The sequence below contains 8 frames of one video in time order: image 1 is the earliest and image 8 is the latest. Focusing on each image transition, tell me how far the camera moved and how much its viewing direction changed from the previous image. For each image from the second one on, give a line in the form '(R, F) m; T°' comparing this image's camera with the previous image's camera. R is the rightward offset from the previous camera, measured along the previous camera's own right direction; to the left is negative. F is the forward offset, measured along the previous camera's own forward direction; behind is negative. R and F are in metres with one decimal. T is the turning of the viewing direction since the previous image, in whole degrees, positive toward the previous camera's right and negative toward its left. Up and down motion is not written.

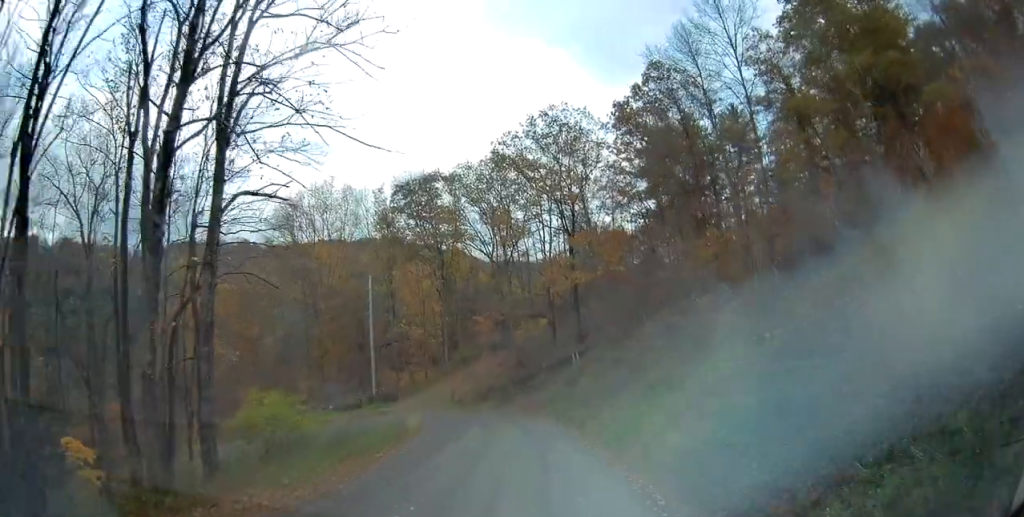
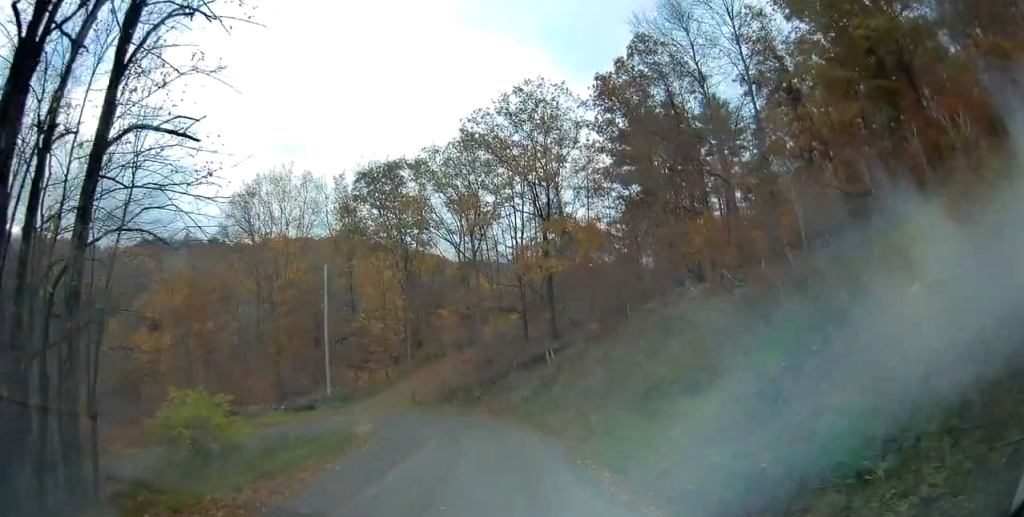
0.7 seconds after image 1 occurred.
(+0.1, +5.3) m; +2°
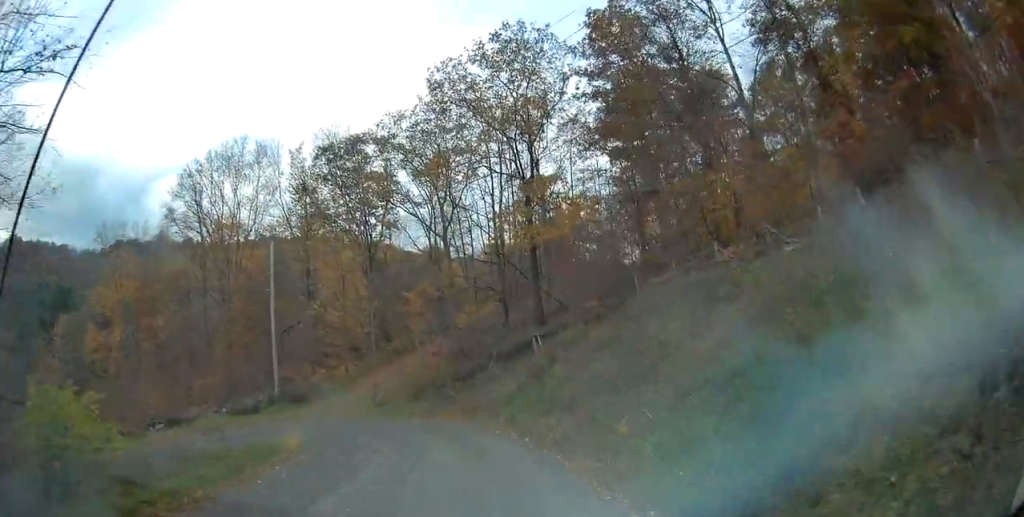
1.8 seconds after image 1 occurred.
(+0.2, +8.0) m; 0°
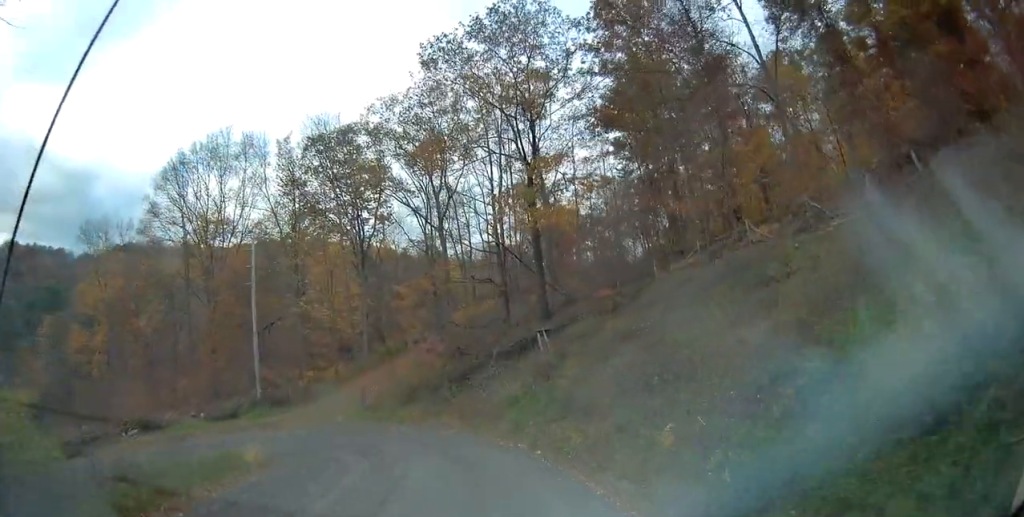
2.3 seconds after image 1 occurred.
(-0.2, +3.6) m; 0°
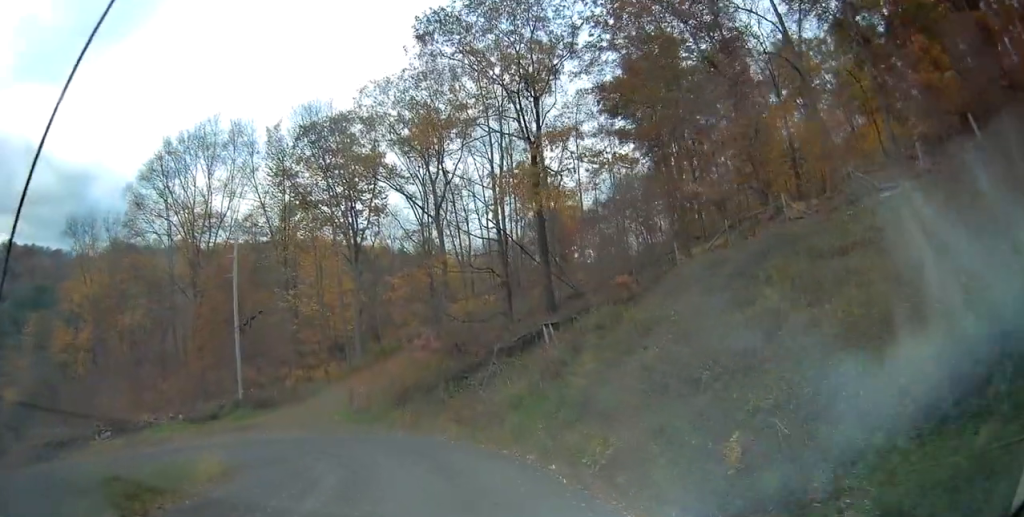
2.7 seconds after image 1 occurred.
(0.0, +3.1) m; -1°
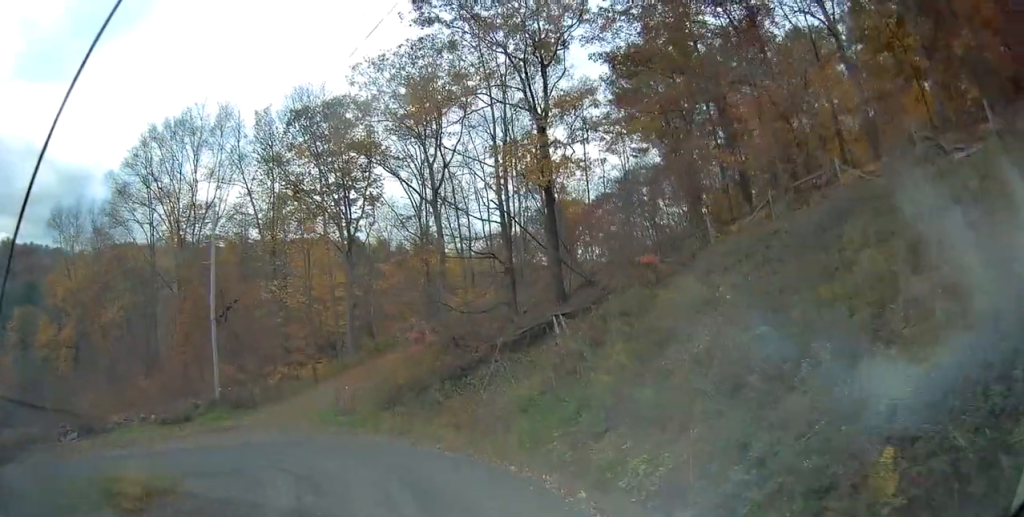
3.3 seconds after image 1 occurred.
(+0.2, +3.5) m; -2°
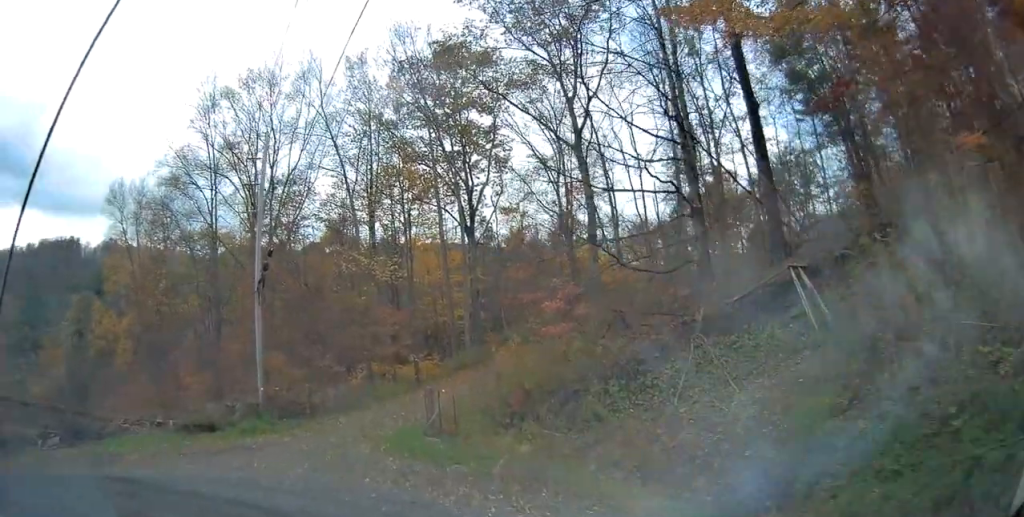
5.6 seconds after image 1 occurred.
(-2.8, +10.3) m; -36°
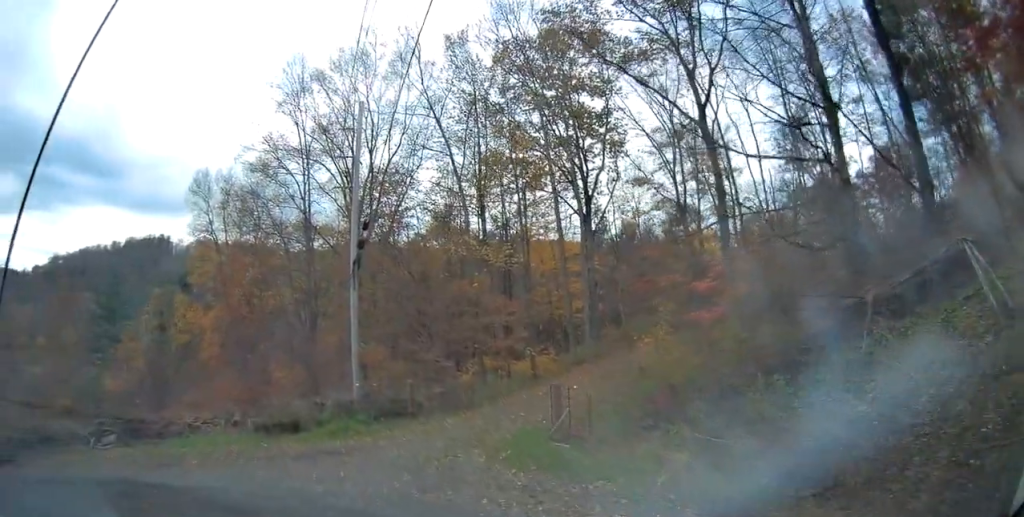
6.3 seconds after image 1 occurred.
(-0.4, +2.9) m; -13°
